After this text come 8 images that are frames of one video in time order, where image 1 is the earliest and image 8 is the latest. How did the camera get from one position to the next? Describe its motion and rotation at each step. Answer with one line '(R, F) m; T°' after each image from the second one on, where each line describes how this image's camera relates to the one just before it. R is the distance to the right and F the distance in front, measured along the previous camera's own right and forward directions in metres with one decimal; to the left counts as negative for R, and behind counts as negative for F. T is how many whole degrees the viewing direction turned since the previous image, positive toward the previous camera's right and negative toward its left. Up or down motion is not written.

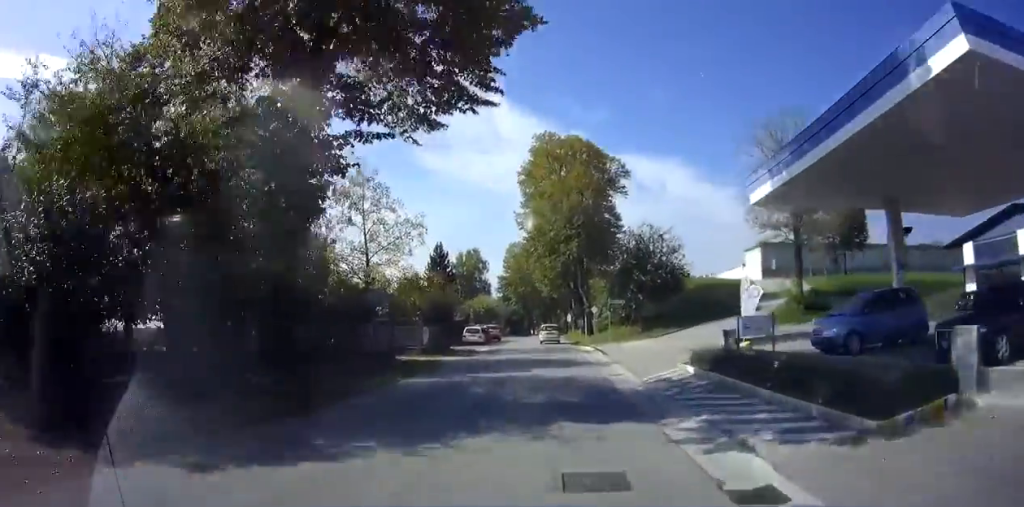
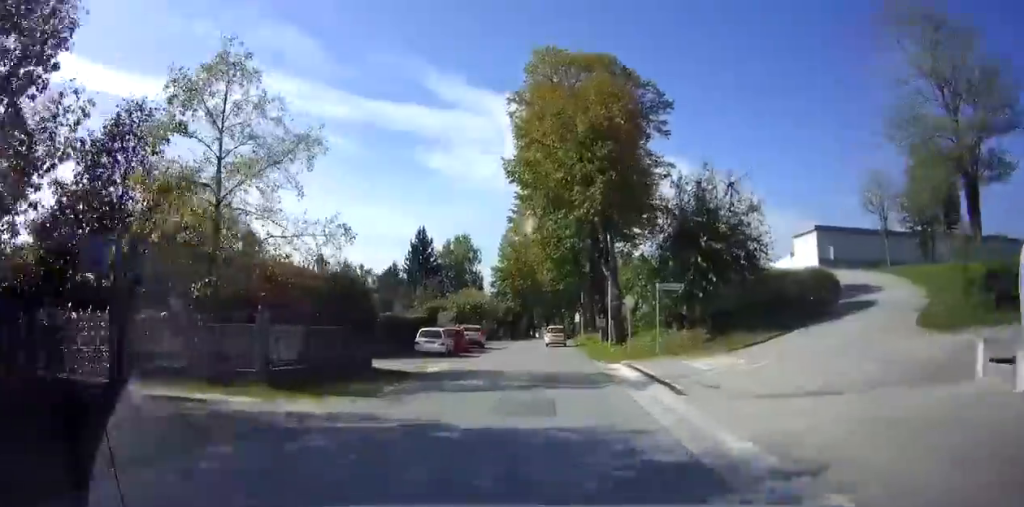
(+0.2, +15.6) m; +1°
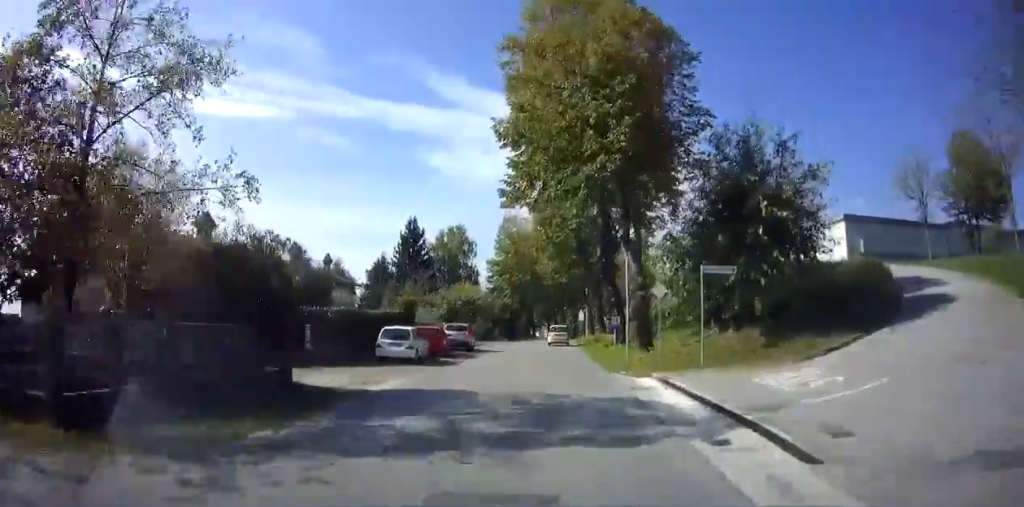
(0.0, +6.1) m; 0°
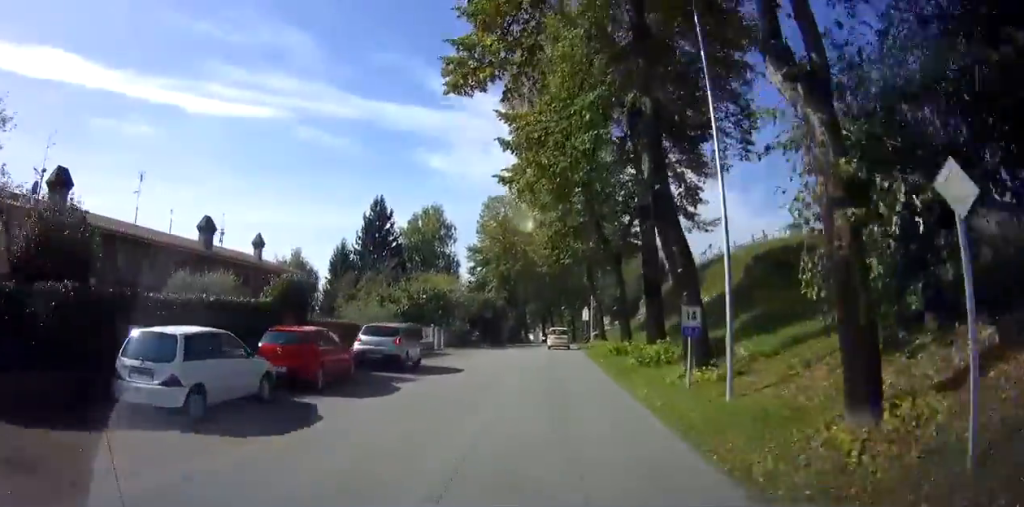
(0.0, +13.2) m; 0°
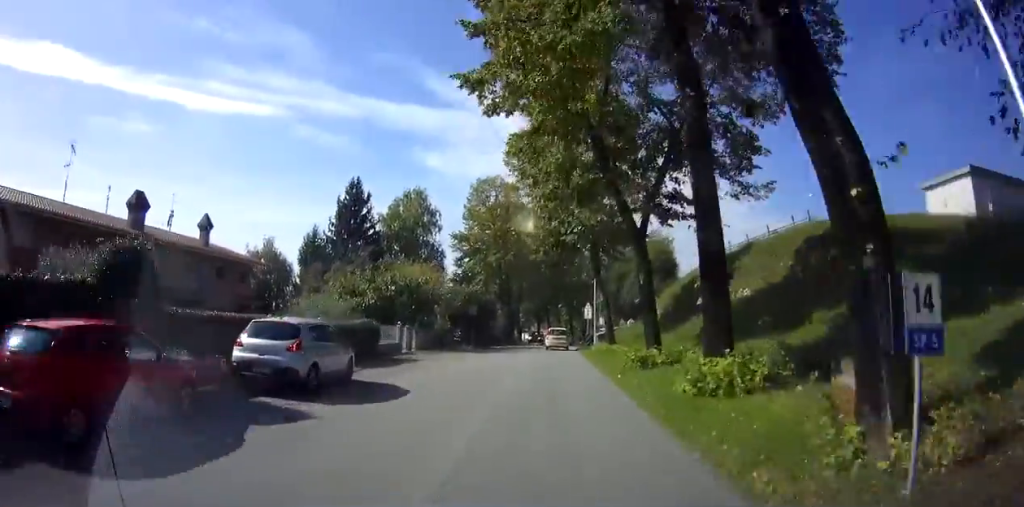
(0.0, +7.0) m; 0°
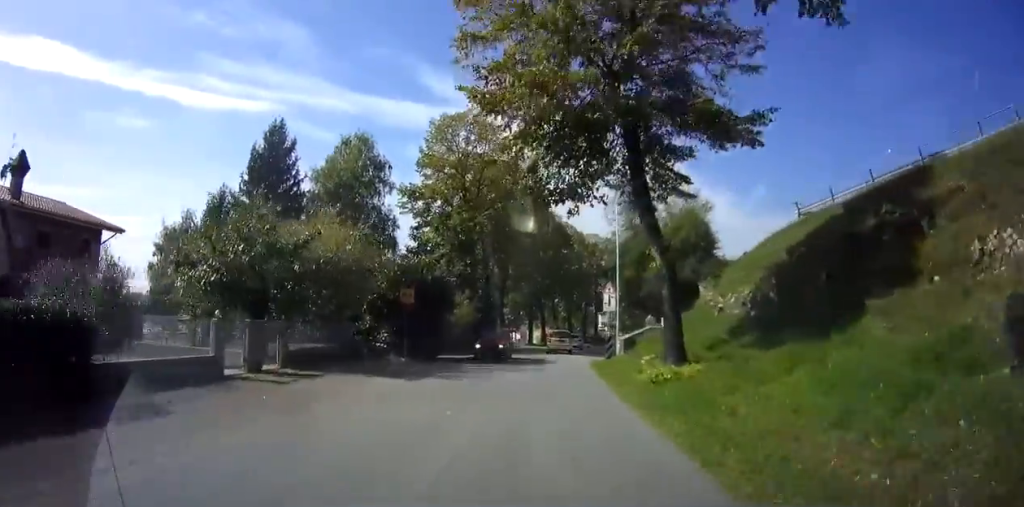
(0.0, +16.7) m; -1°
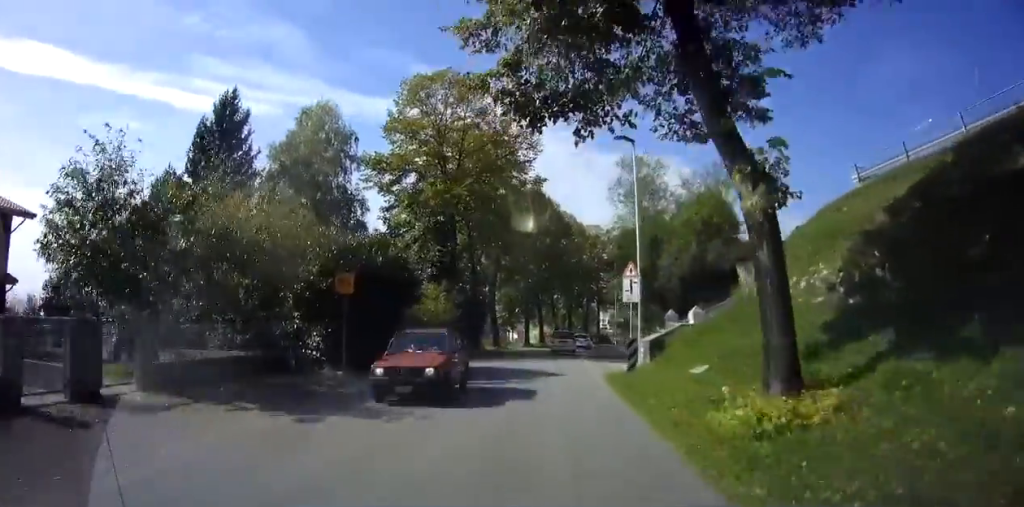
(-0.1, +6.5) m; 0°
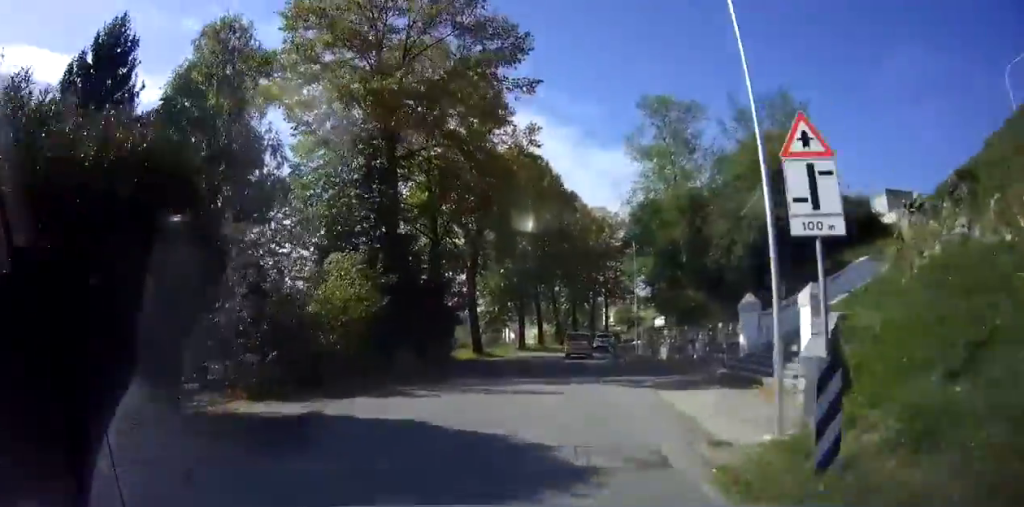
(-0.2, +11.5) m; +1°
